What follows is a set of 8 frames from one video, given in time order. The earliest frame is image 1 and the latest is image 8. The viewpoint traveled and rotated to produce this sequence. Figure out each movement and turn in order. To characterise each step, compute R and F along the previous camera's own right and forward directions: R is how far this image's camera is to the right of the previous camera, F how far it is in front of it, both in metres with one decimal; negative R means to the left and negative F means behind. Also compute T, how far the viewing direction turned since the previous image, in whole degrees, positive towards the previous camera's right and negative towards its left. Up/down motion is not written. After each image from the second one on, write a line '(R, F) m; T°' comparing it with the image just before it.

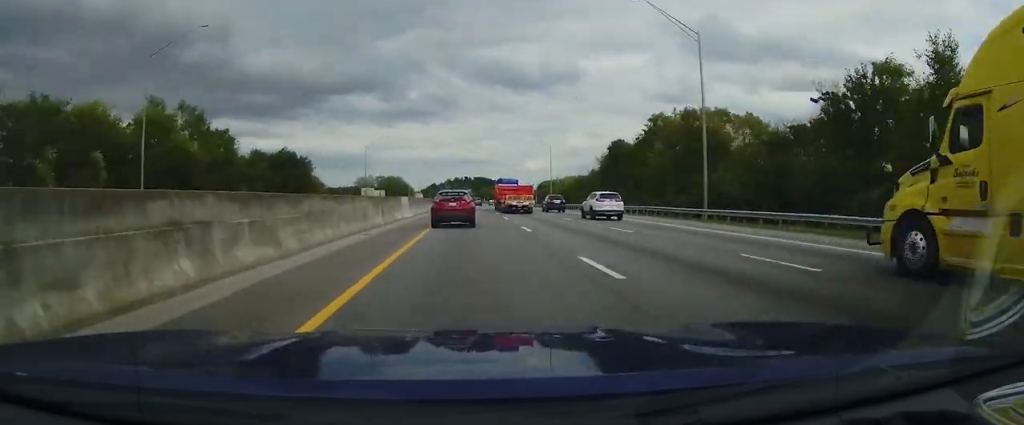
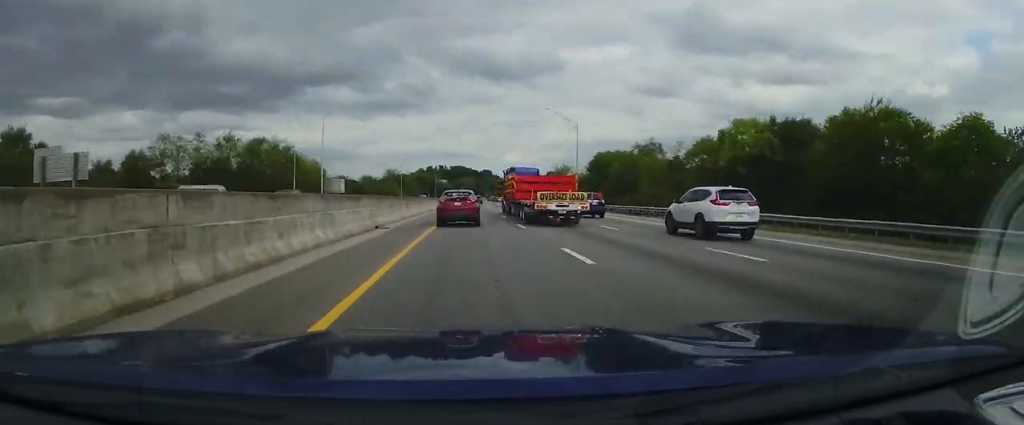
(+2.0, +119.6) m; +2°
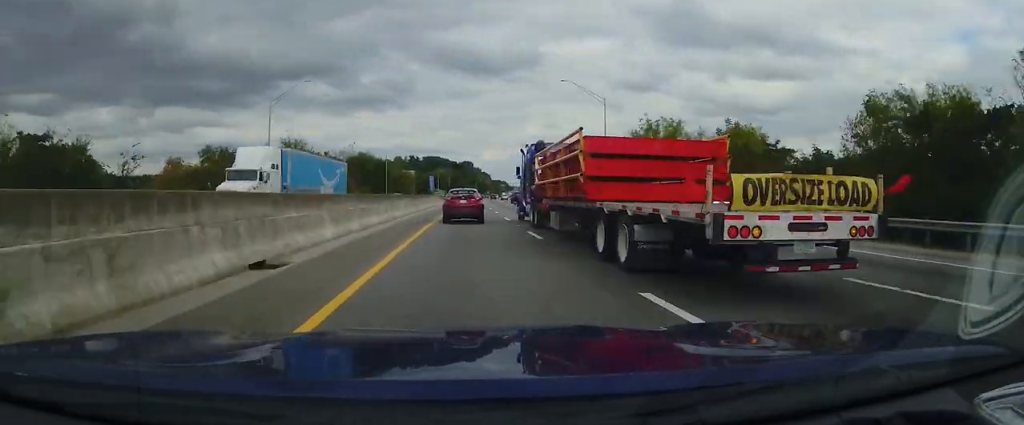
(+1.0, +102.8) m; +2°
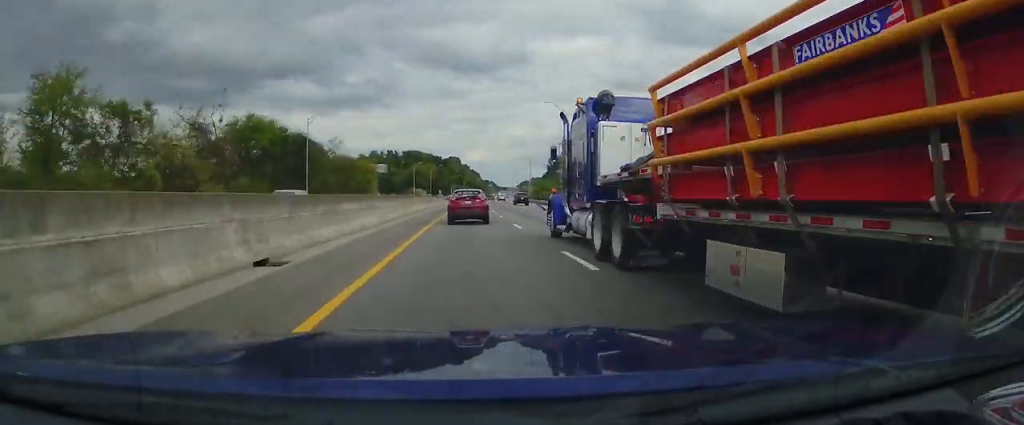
(+1.3, +67.3) m; +1°
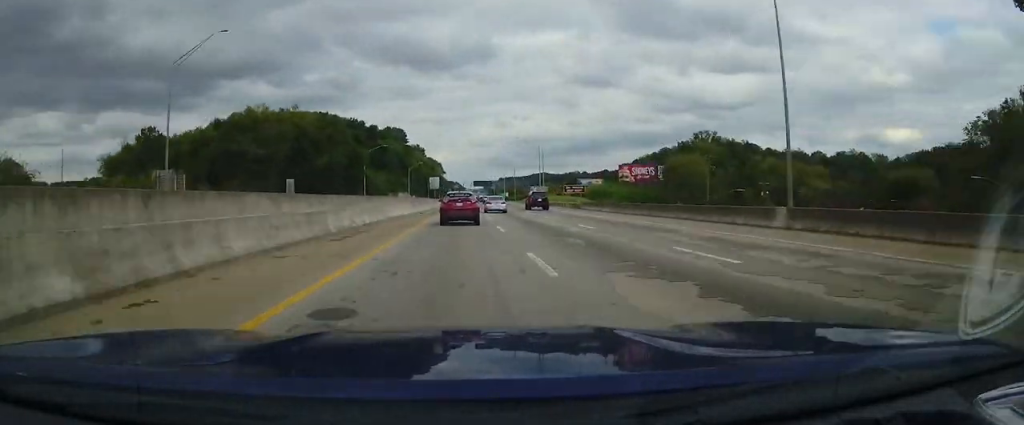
(+7.4, +208.6) m; +3°
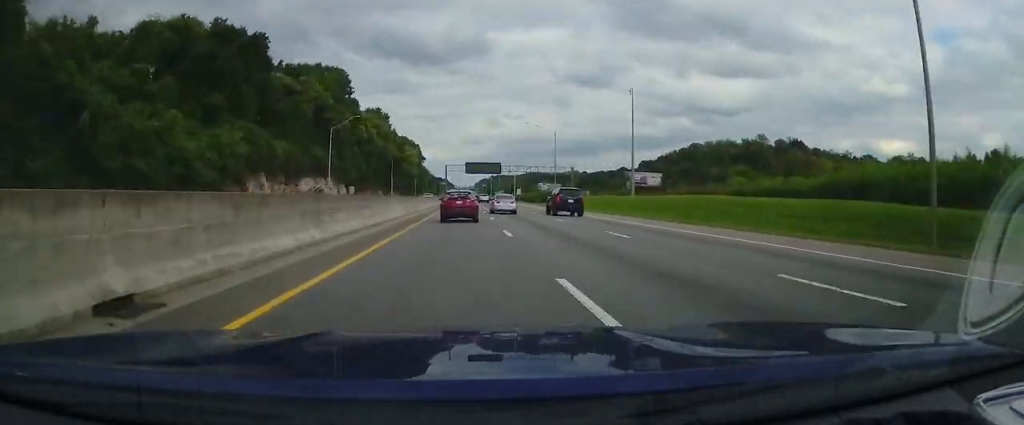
(+0.6, +111.7) m; 0°
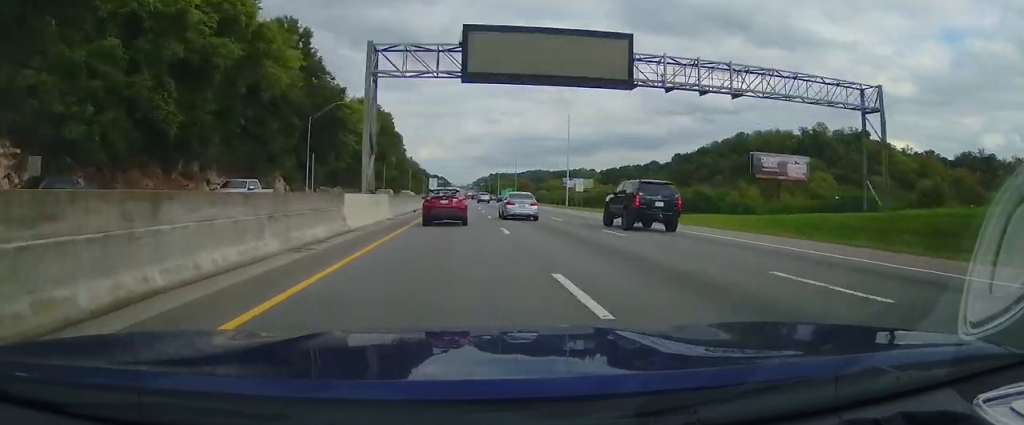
(+0.1, +93.3) m; 0°
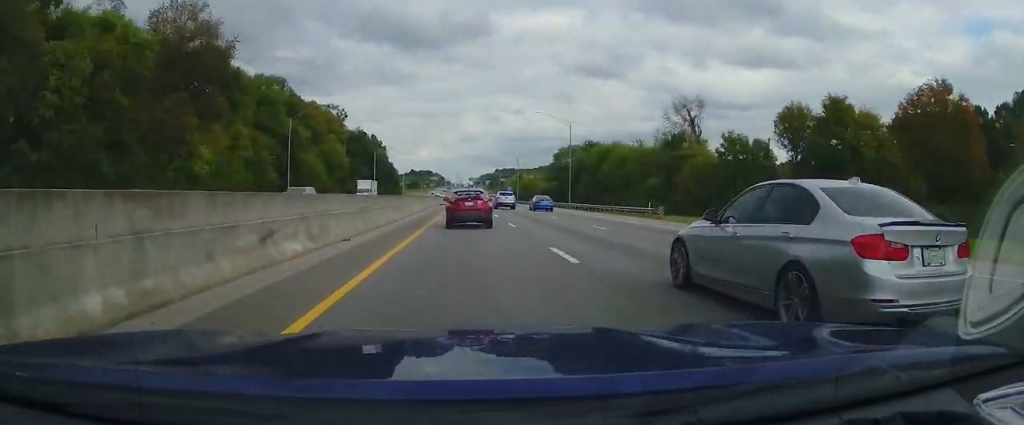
(-0.1, +331.1) m; 0°
